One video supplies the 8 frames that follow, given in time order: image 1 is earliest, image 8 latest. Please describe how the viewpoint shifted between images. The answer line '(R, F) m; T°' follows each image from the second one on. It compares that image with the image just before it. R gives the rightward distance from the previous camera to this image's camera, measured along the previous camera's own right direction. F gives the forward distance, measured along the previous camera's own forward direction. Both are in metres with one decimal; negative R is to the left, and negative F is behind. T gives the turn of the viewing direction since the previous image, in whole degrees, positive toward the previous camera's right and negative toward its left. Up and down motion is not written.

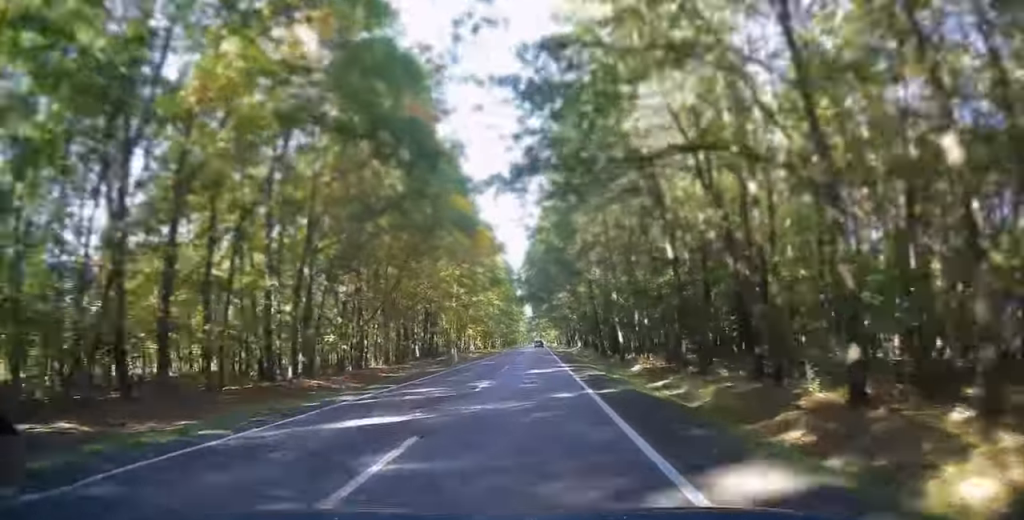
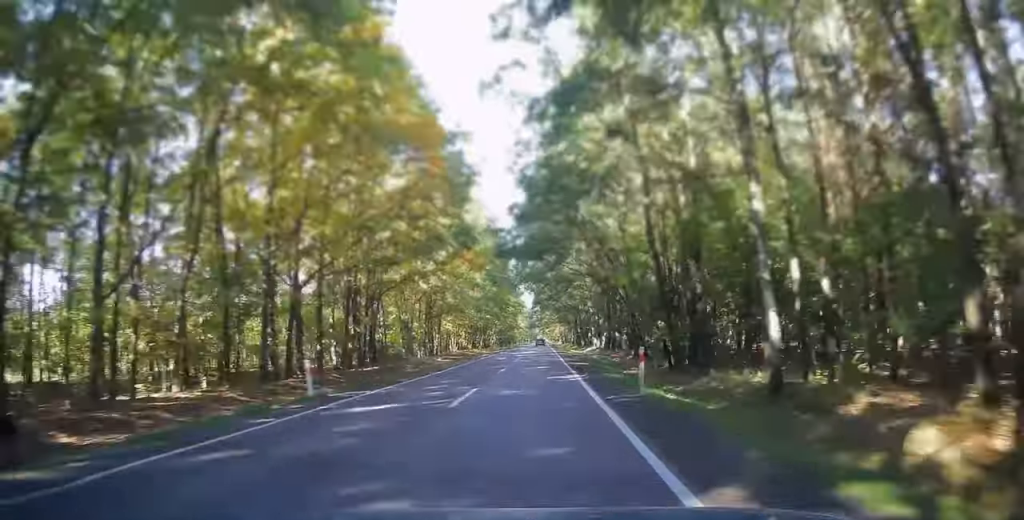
(-0.1, +28.4) m; 0°
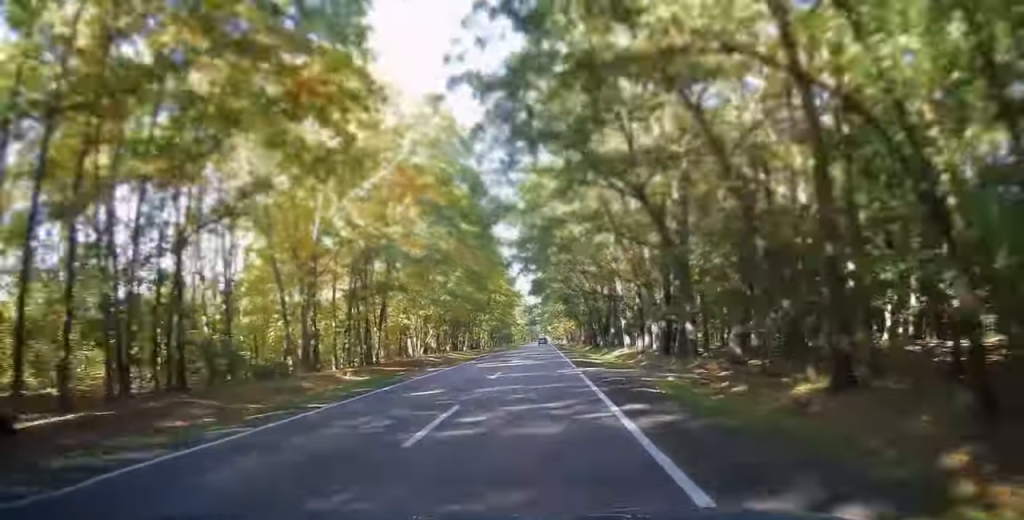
(-0.3, +28.3) m; 0°
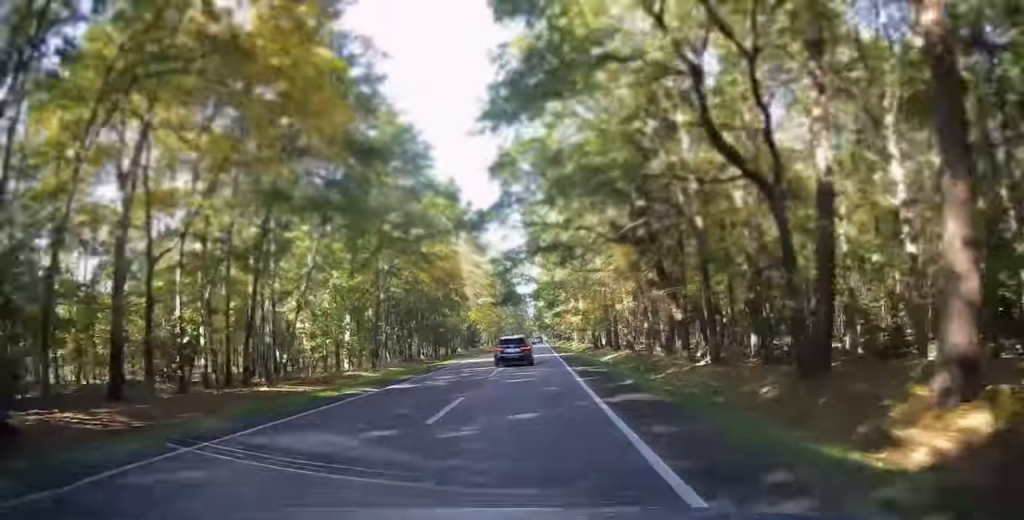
(+0.9, +94.0) m; +1°
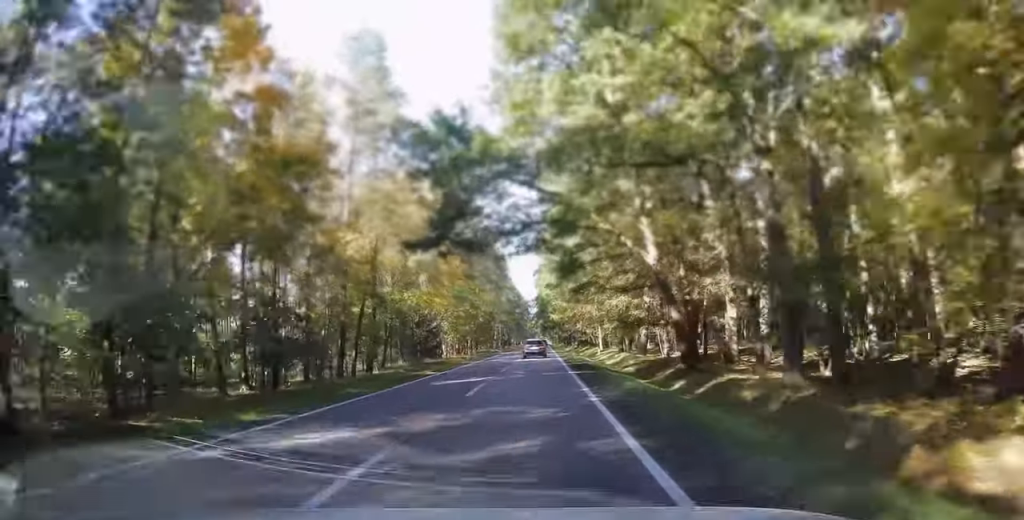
(+0.1, +42.6) m; 0°
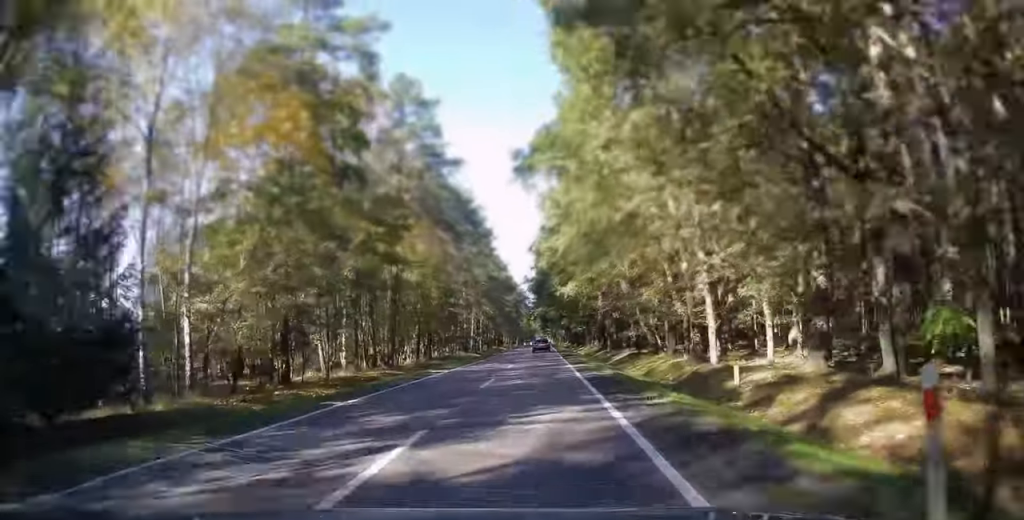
(-0.1, +46.1) m; 0°
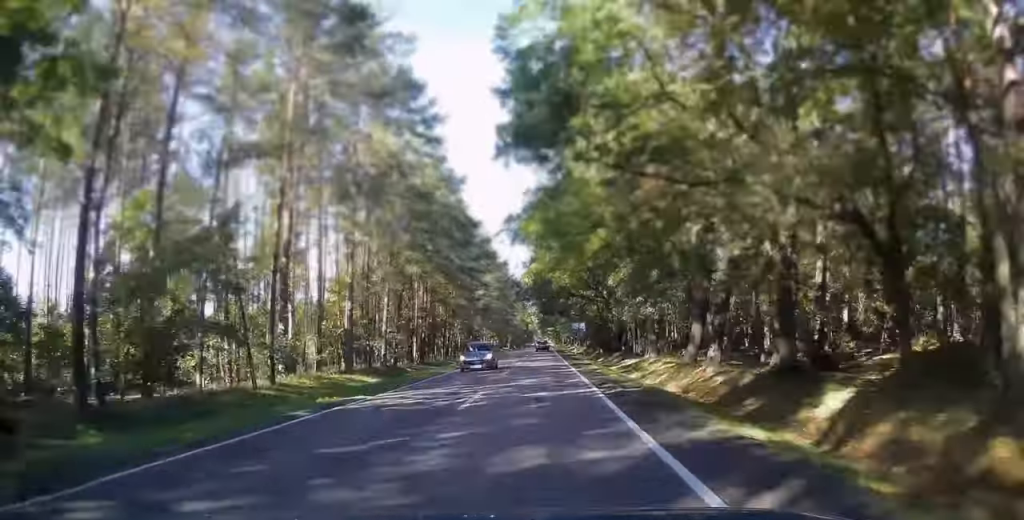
(-0.2, +52.9) m; 0°
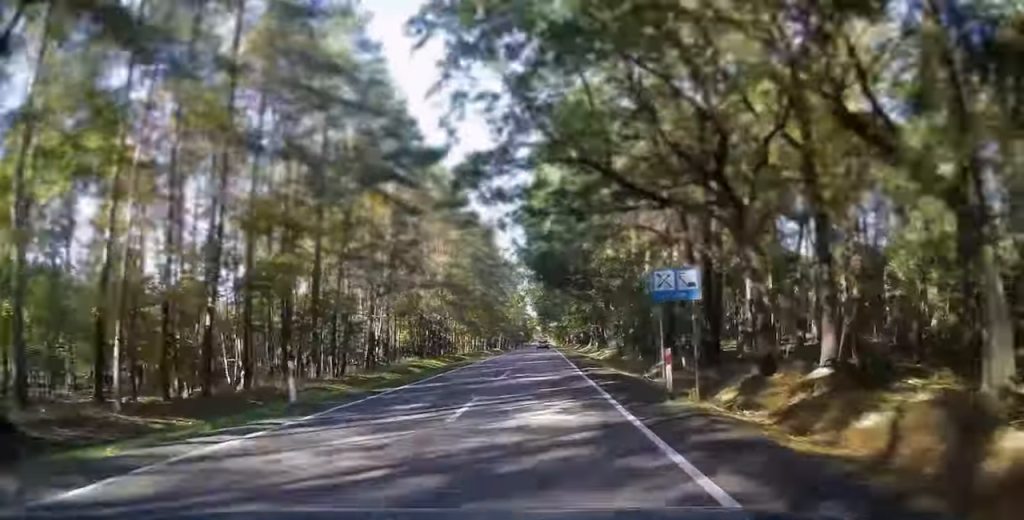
(-0.1, +37.9) m; 0°
